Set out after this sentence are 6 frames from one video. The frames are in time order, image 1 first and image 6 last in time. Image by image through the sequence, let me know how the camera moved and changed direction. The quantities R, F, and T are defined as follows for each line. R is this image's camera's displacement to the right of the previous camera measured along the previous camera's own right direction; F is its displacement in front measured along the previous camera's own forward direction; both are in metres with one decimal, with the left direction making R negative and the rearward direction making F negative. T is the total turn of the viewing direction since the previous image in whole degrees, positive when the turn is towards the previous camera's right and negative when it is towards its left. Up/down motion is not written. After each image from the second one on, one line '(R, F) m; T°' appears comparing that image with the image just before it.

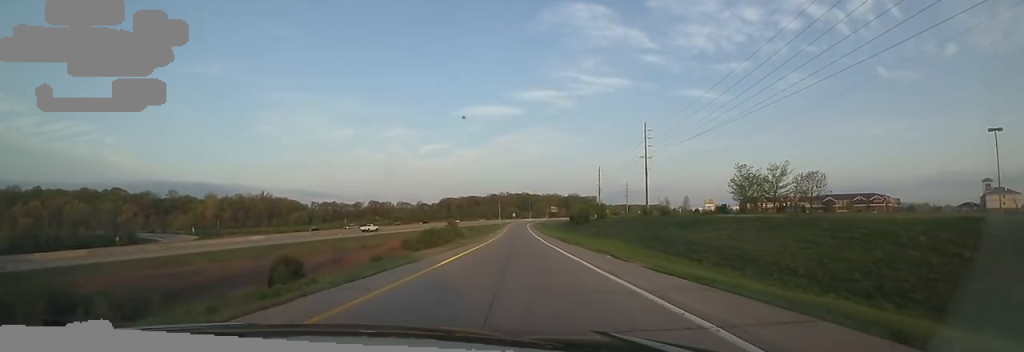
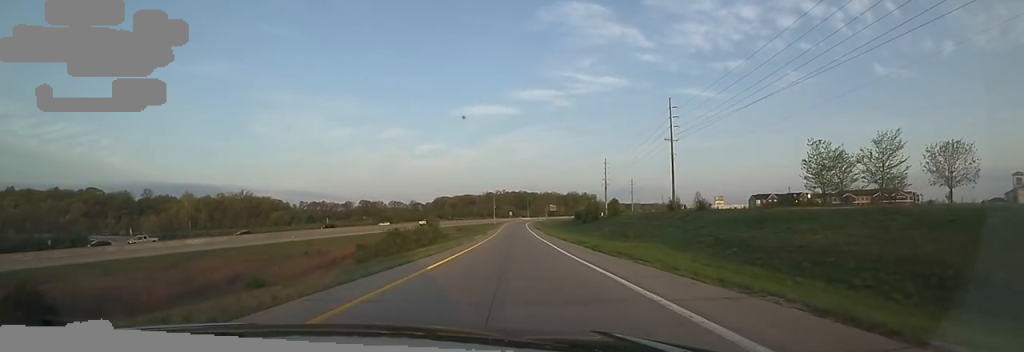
(+0.9, +20.8) m; 0°
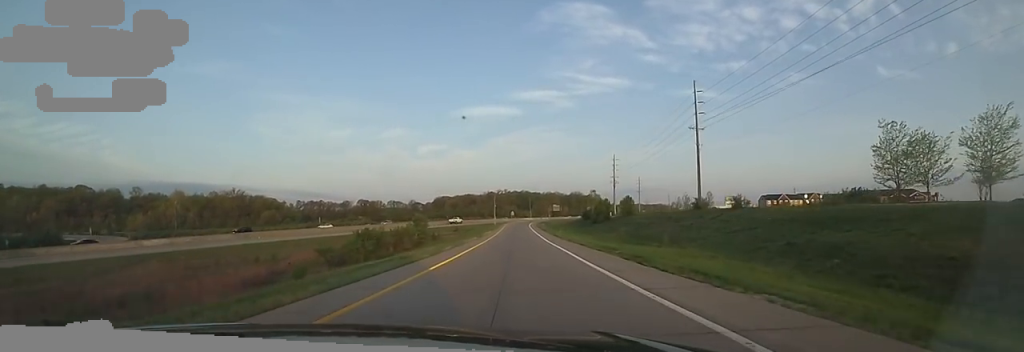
(-1.0, +11.8) m; 0°
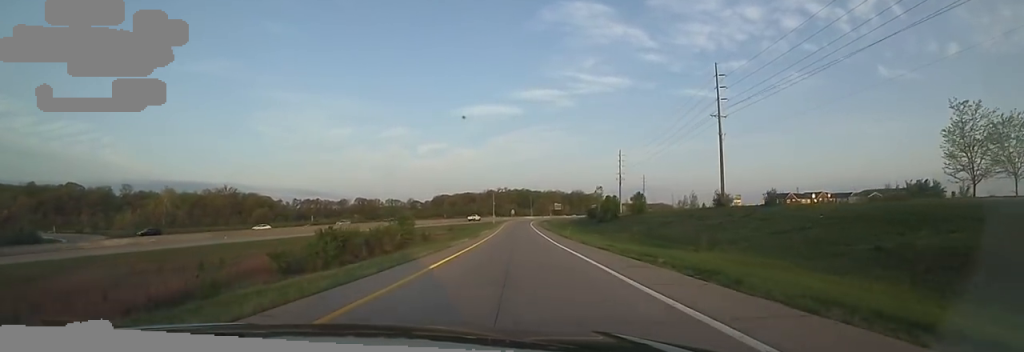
(+0.2, +8.8) m; +2°
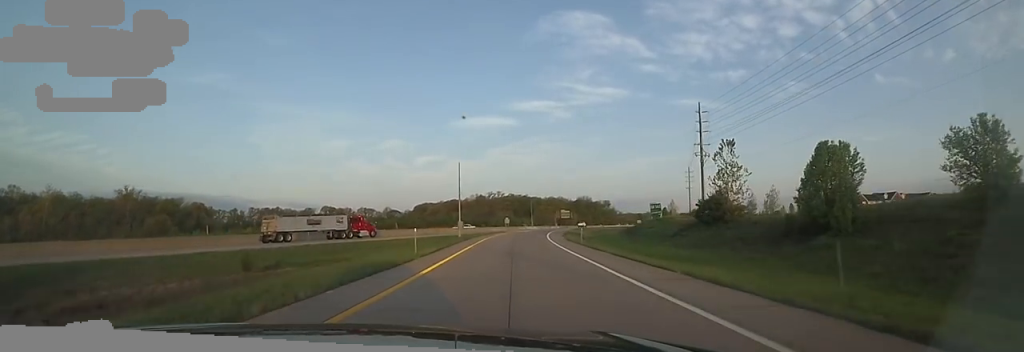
(+1.5, +73.9) m; +3°
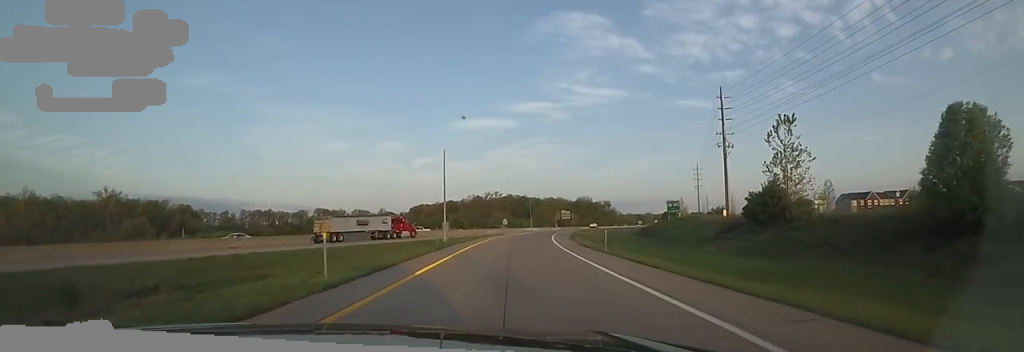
(0.0, +11.0) m; -2°
